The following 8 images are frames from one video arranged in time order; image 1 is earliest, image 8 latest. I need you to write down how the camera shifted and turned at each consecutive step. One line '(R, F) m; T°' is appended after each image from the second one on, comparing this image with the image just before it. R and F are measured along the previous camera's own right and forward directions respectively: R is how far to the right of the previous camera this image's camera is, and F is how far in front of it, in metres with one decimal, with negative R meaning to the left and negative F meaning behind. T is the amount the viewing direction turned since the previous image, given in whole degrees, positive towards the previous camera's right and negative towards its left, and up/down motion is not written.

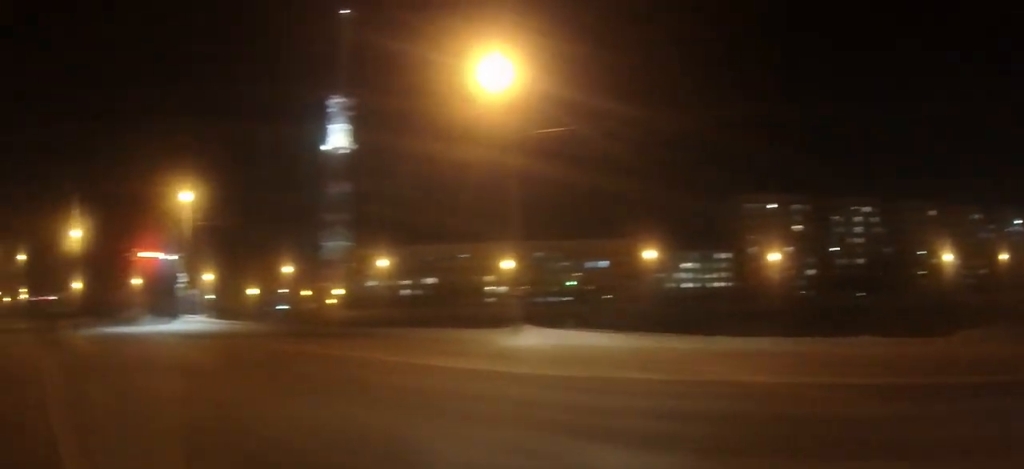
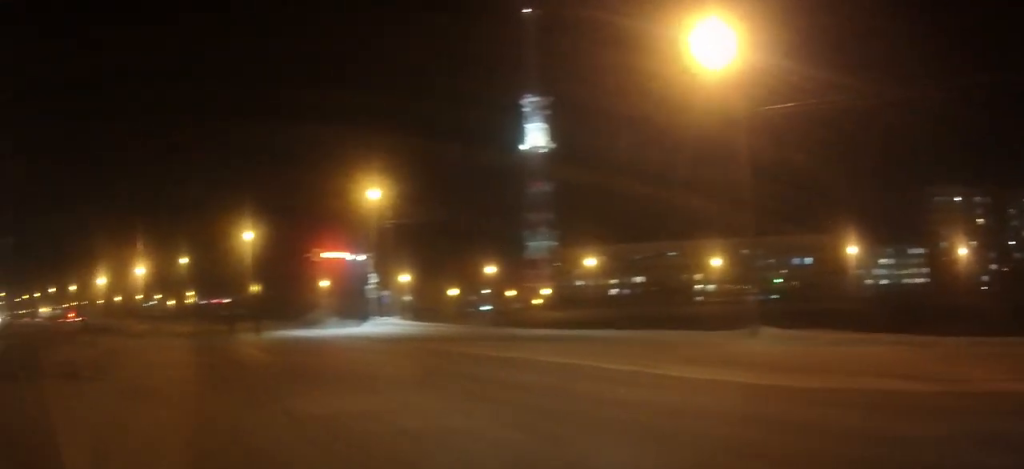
(-0.7, +3.0) m; -19°
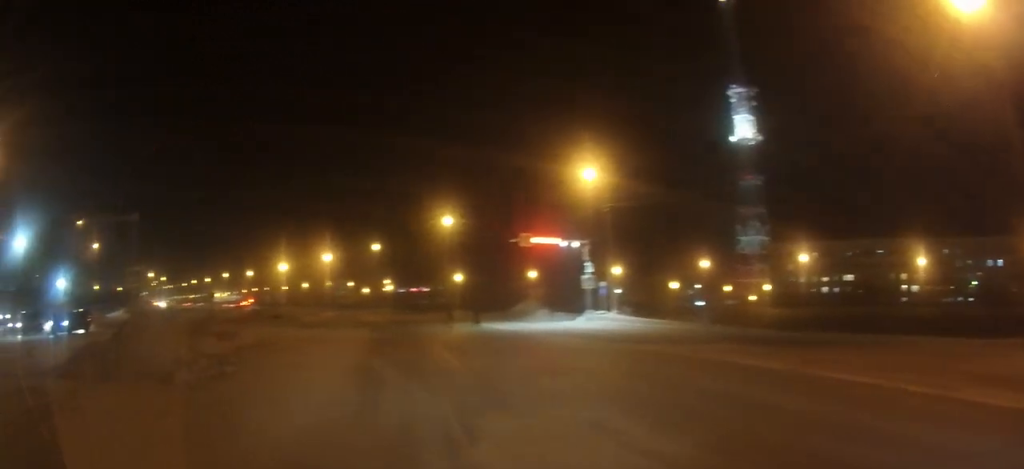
(-1.1, +5.0) m; -18°
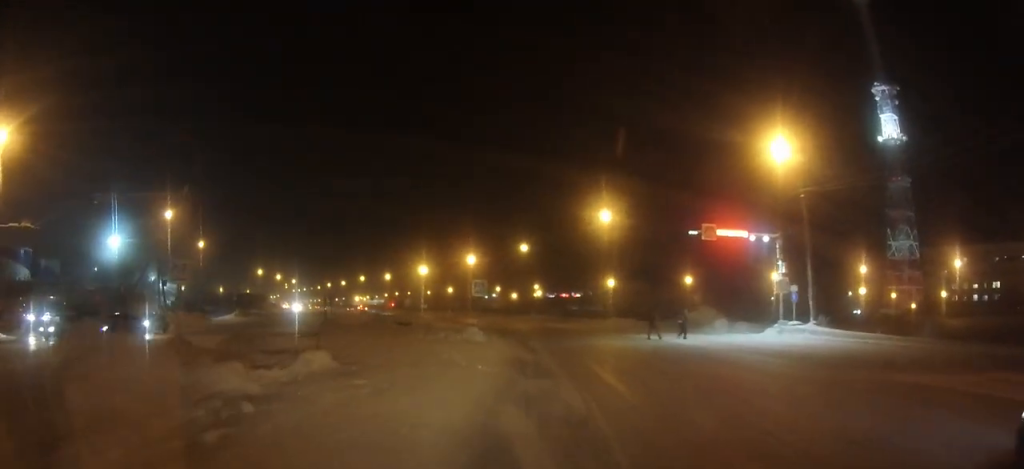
(-1.0, +8.2) m; -10°
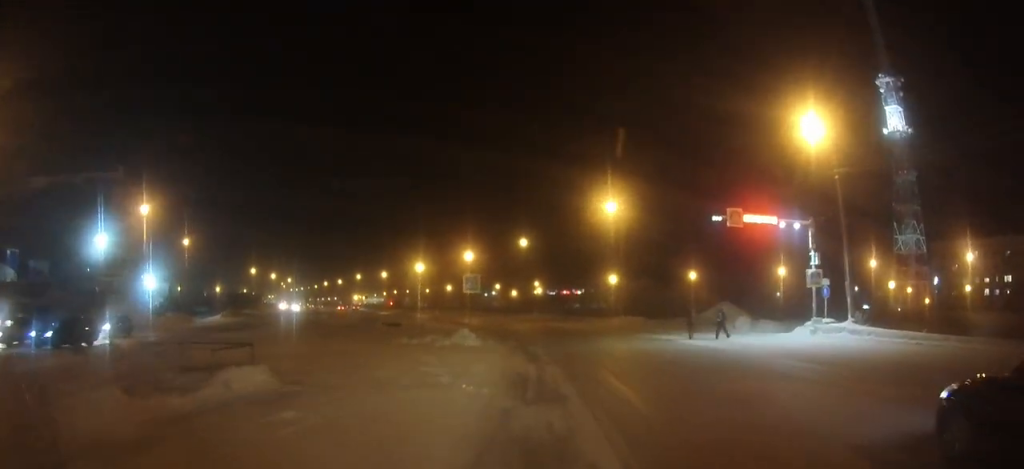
(-0.1, +4.2) m; -1°
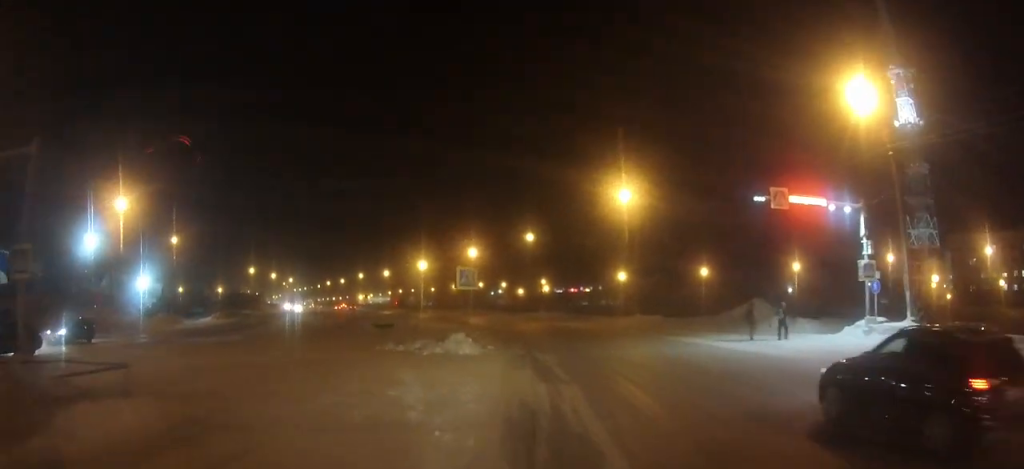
(0.0, +4.8) m; 0°
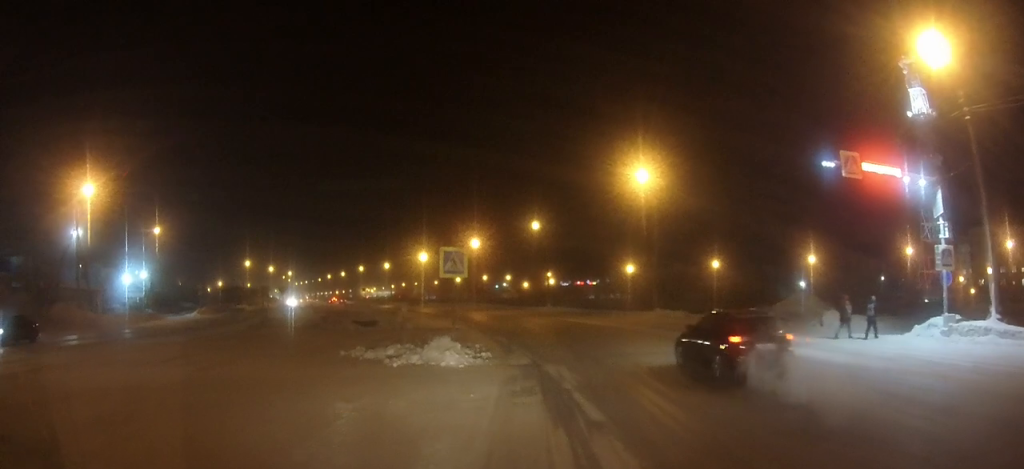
(0.0, +6.2) m; 0°
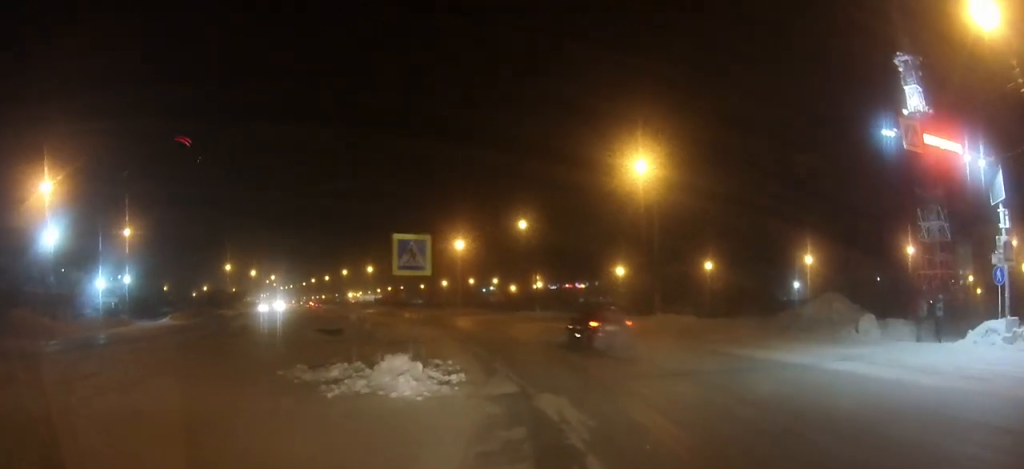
(0.0, +5.4) m; +1°
